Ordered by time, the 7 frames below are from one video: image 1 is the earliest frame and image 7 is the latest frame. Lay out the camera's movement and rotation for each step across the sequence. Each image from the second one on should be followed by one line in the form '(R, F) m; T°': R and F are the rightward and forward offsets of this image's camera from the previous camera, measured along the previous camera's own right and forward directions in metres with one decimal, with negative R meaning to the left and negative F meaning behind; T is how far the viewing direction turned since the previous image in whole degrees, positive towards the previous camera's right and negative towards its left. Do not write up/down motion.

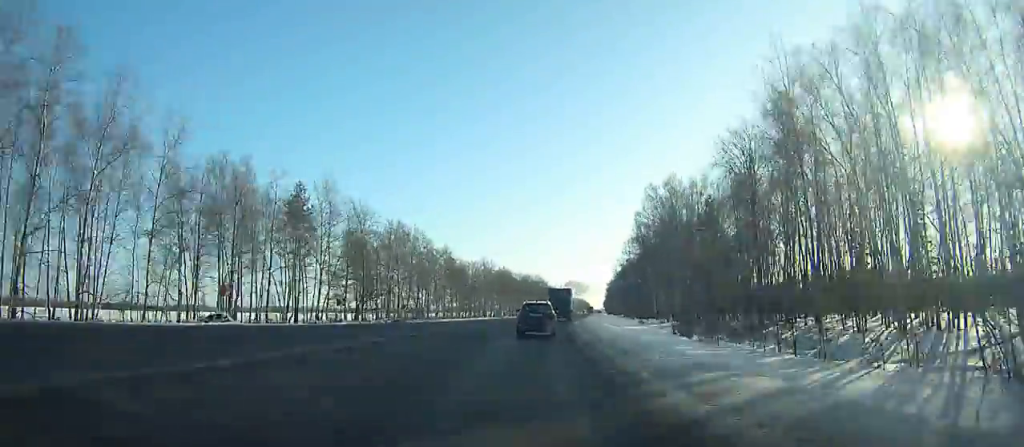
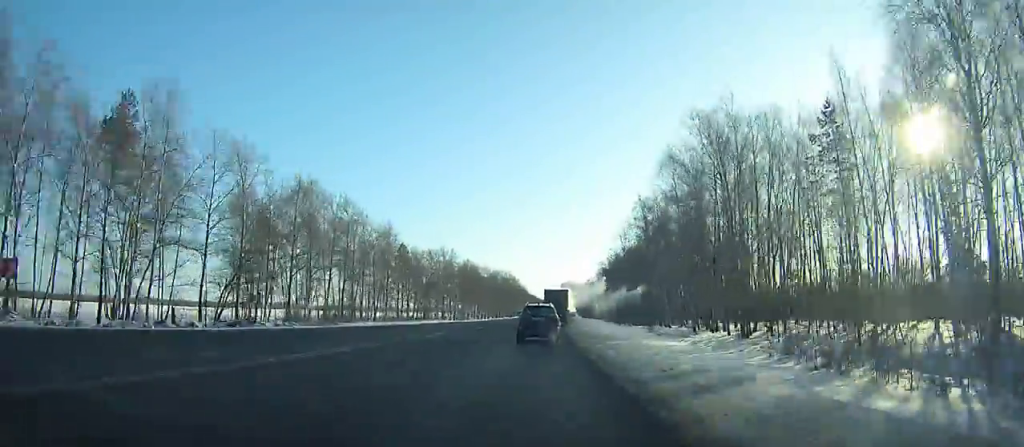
(+1.3, +34.4) m; +3°
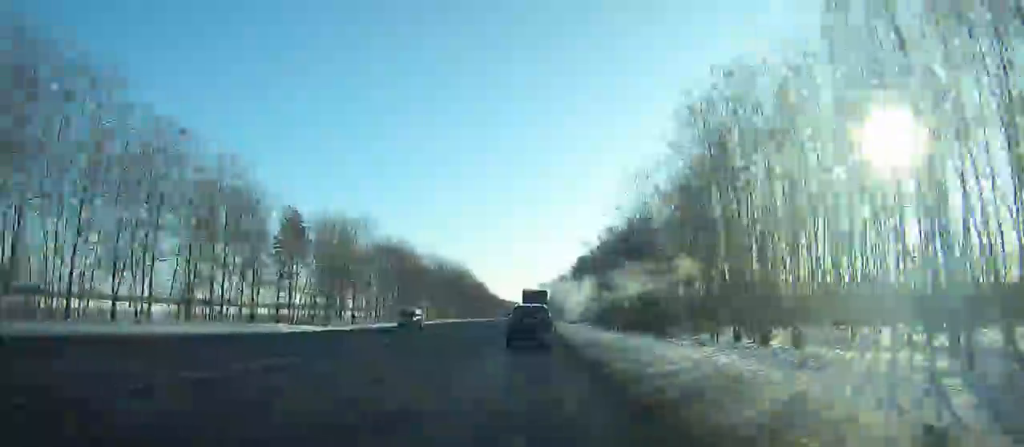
(+2.3, +54.7) m; +3°
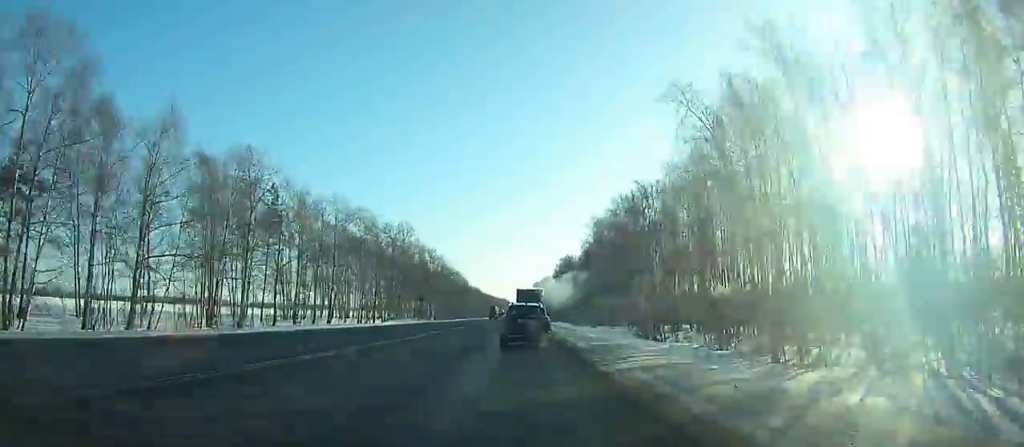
(+1.3, +79.4) m; +1°
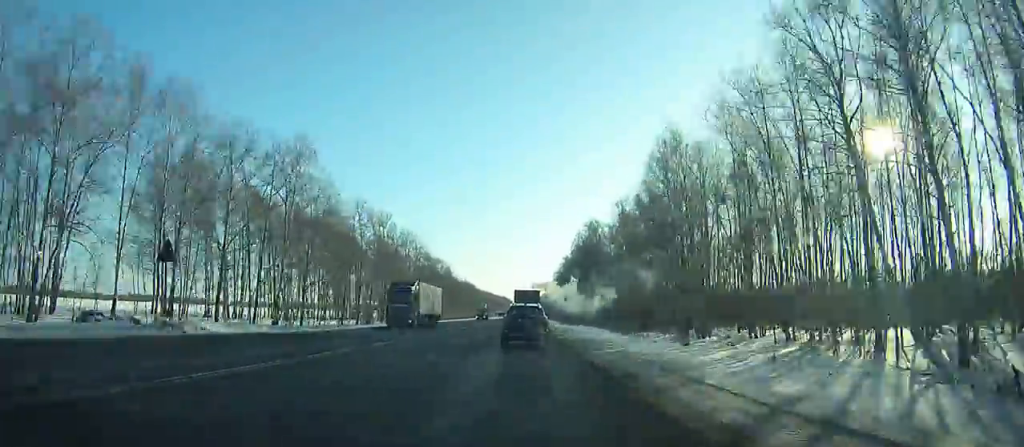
(-0.2, +62.0) m; 0°
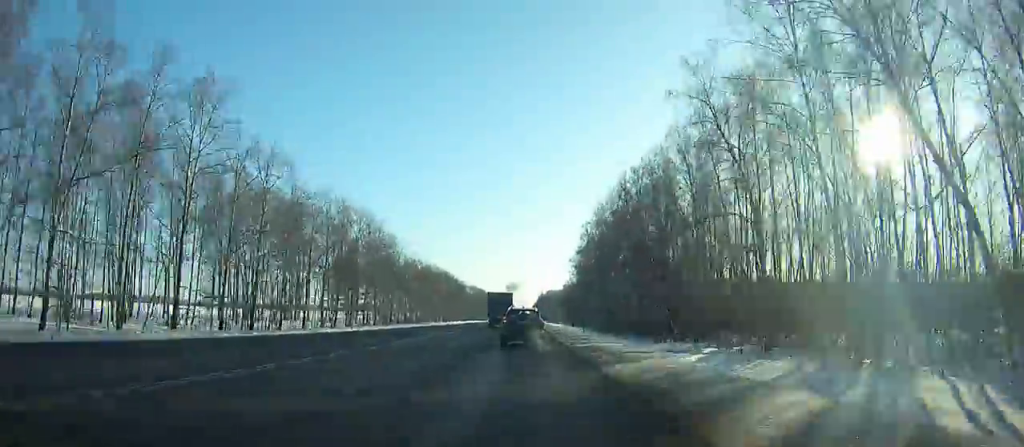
(+0.2, +96.2) m; 0°
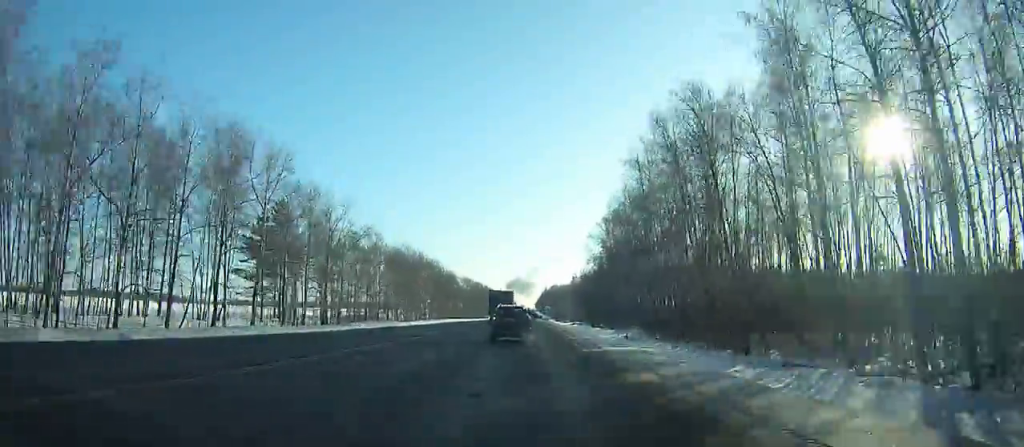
(+0.1, +46.7) m; 0°
